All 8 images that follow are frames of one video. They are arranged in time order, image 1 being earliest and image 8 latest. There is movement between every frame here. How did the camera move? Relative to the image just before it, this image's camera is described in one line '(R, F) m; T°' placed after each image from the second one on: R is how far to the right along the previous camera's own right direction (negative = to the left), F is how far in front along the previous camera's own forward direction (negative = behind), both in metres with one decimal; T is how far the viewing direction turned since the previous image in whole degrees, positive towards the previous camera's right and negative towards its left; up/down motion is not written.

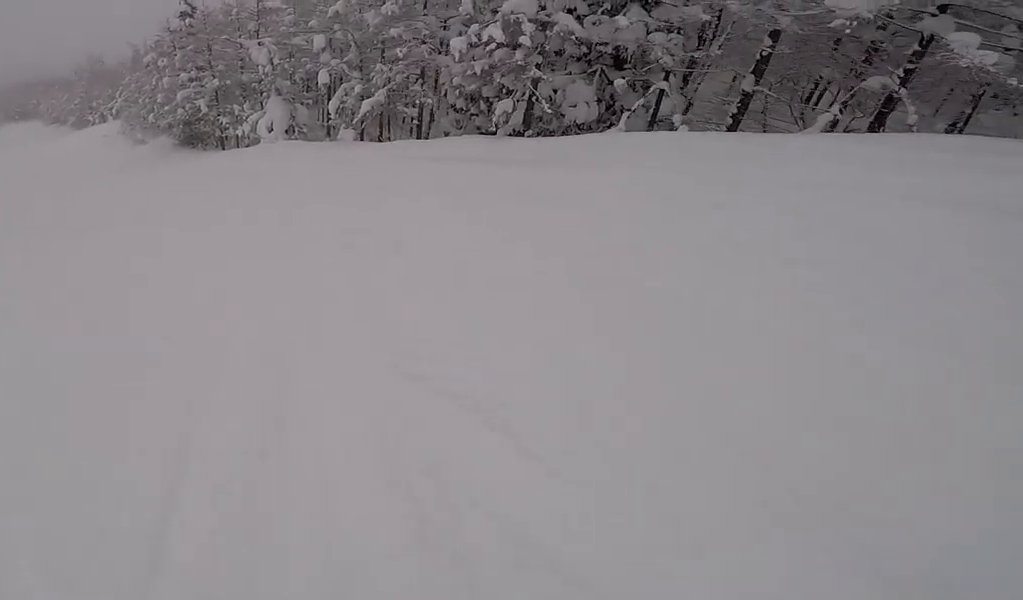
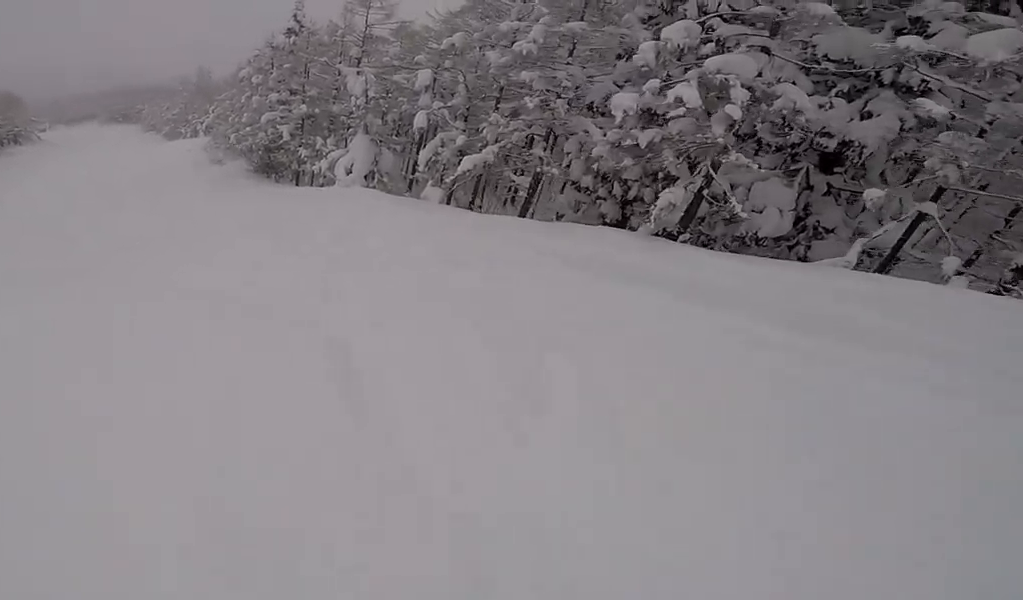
(+0.1, +4.3) m; -2°
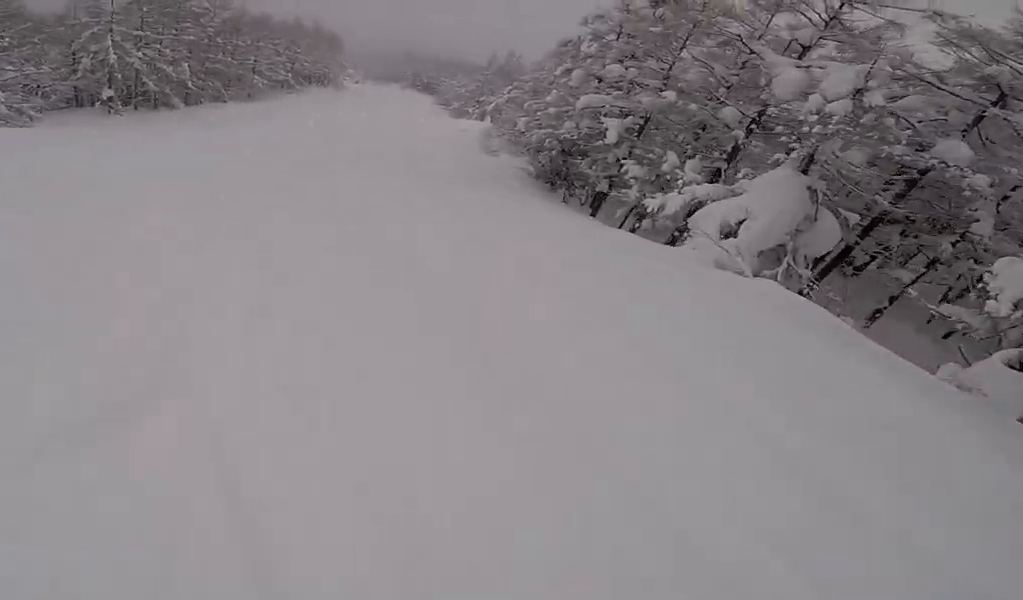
(-1.4, +12.3) m; -17°
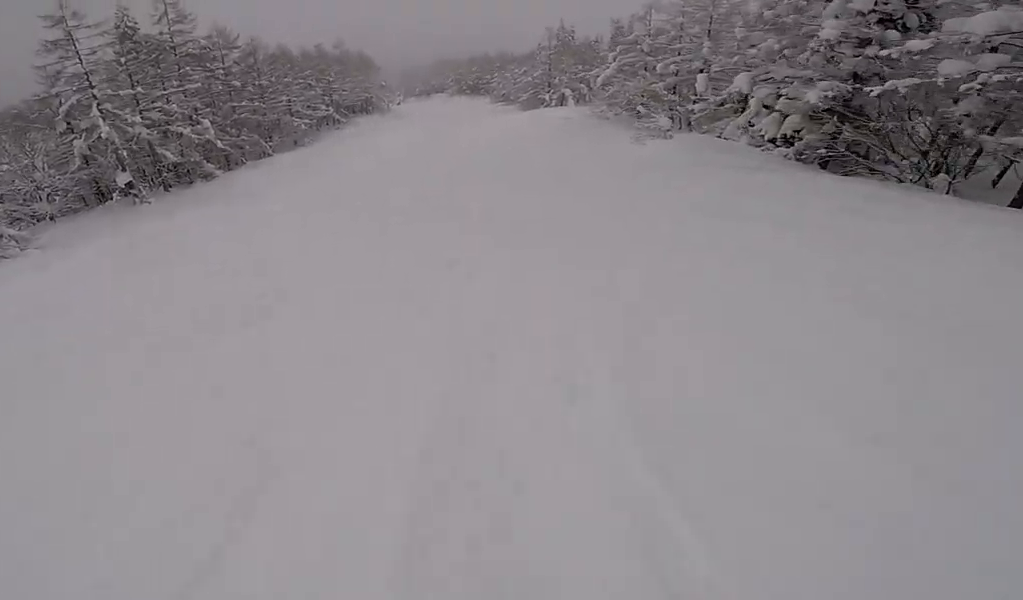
(-1.3, +11.4) m; -8°
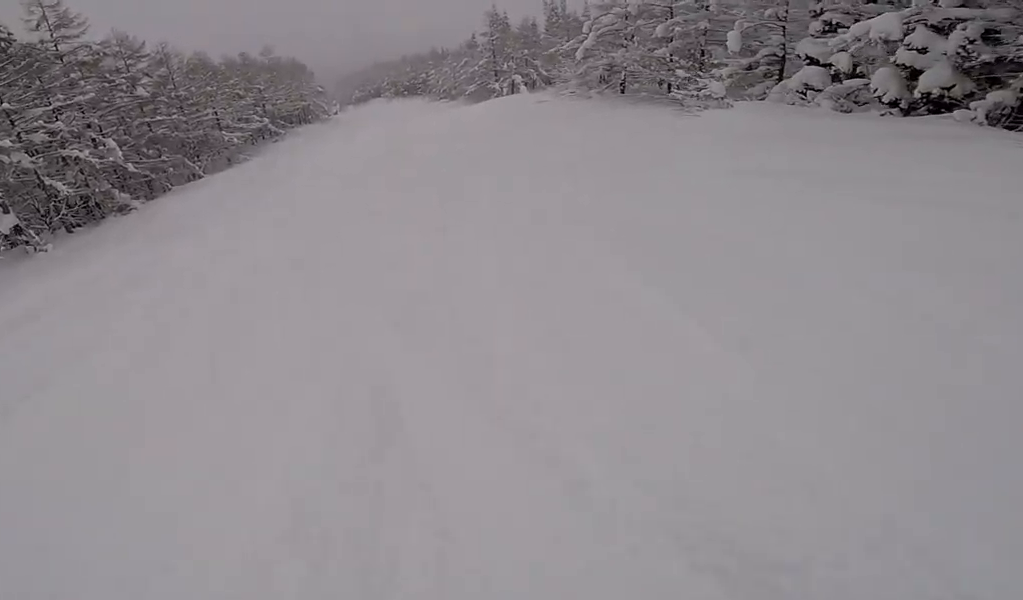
(0.0, +7.5) m; +5°
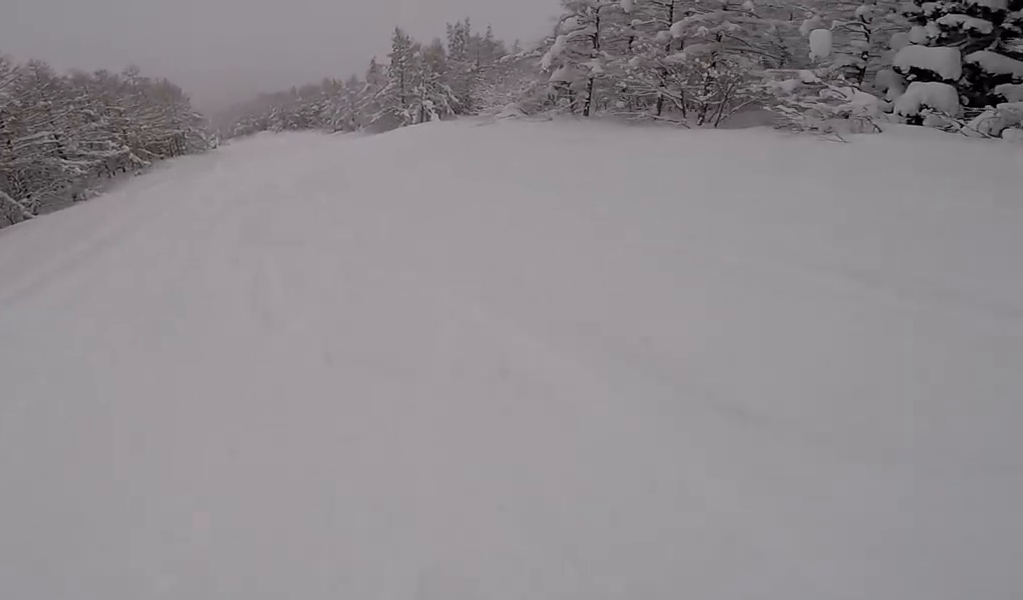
(+0.7, +9.3) m; +8°
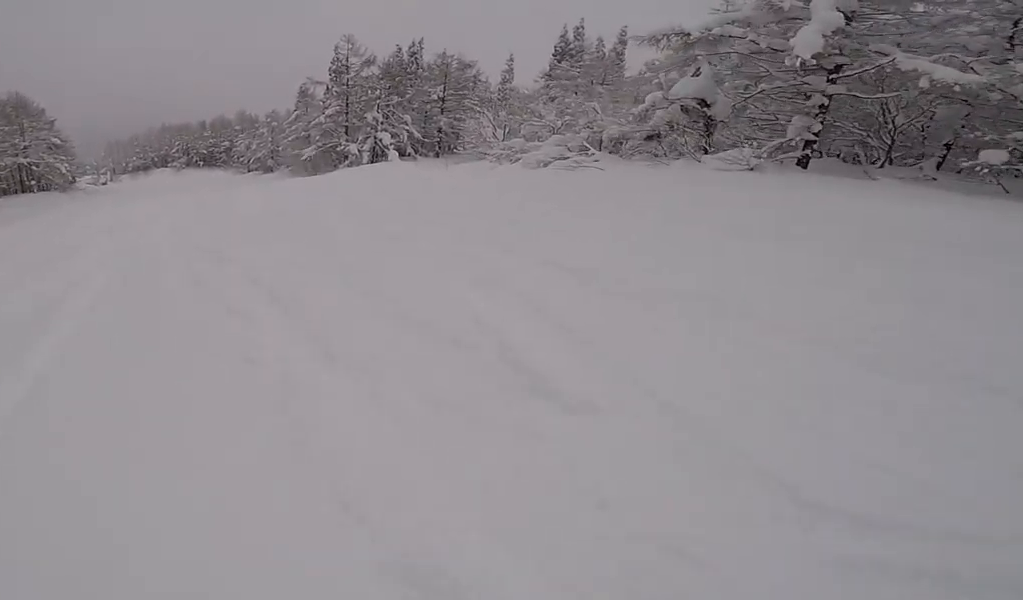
(+1.7, +18.2) m; +9°
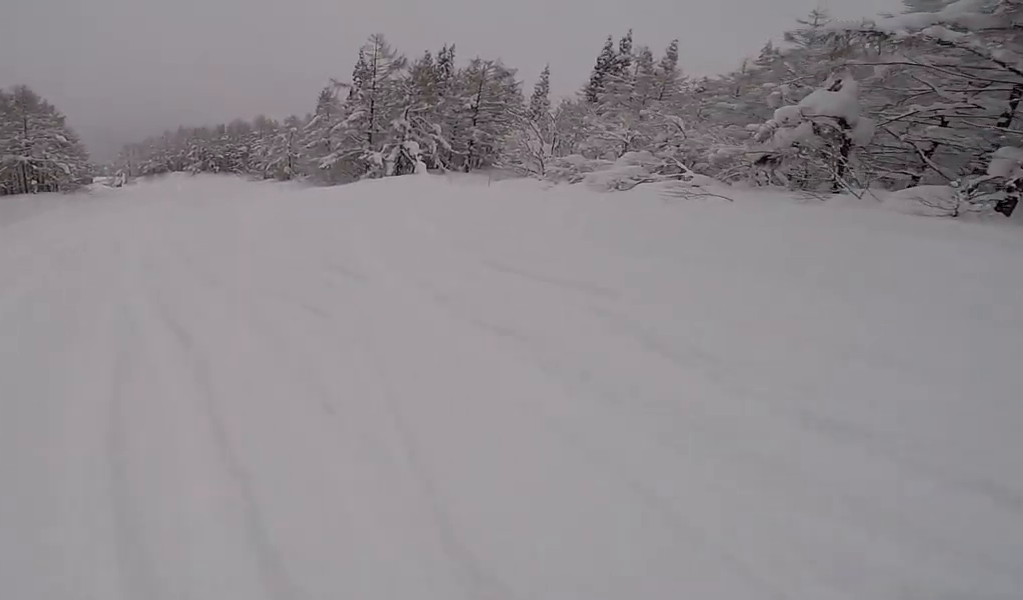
(-0.2, +4.2) m; +3°
